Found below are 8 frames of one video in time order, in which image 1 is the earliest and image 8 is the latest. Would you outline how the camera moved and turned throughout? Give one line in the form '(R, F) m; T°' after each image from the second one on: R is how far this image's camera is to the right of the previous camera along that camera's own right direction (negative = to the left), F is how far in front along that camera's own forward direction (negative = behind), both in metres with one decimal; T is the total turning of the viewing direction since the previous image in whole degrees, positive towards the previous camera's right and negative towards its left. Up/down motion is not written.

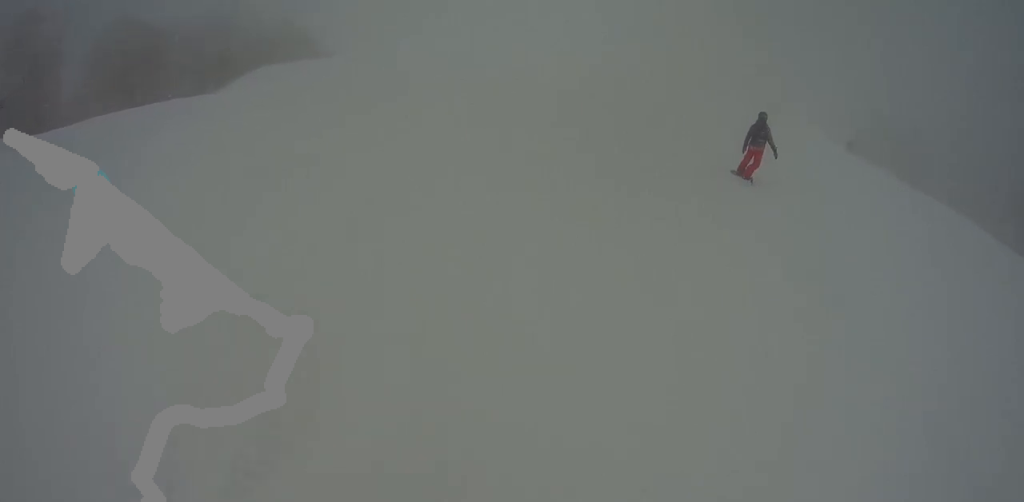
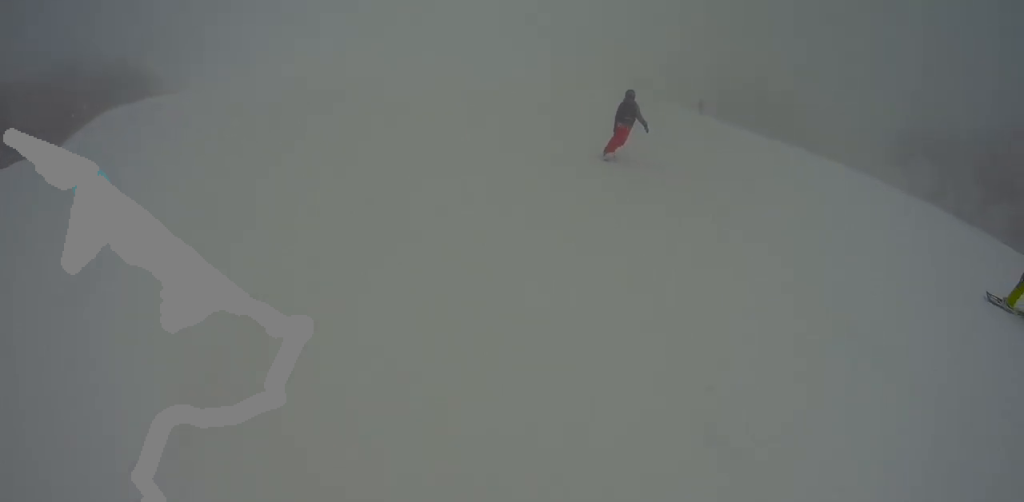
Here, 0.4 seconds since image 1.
(-0.1, +2.2) m; -1°
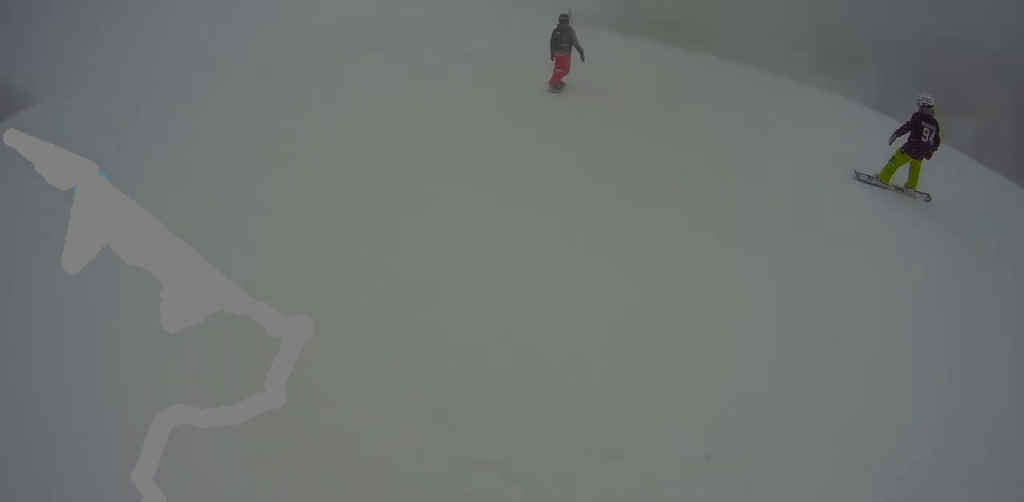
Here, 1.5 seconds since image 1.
(+0.1, +5.4) m; +10°
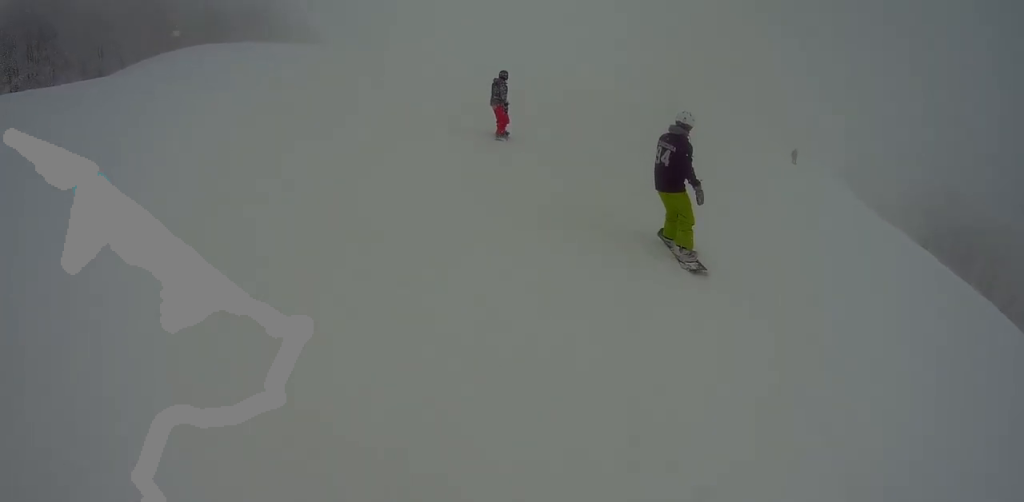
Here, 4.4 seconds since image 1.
(+4.7, +12.0) m; +11°
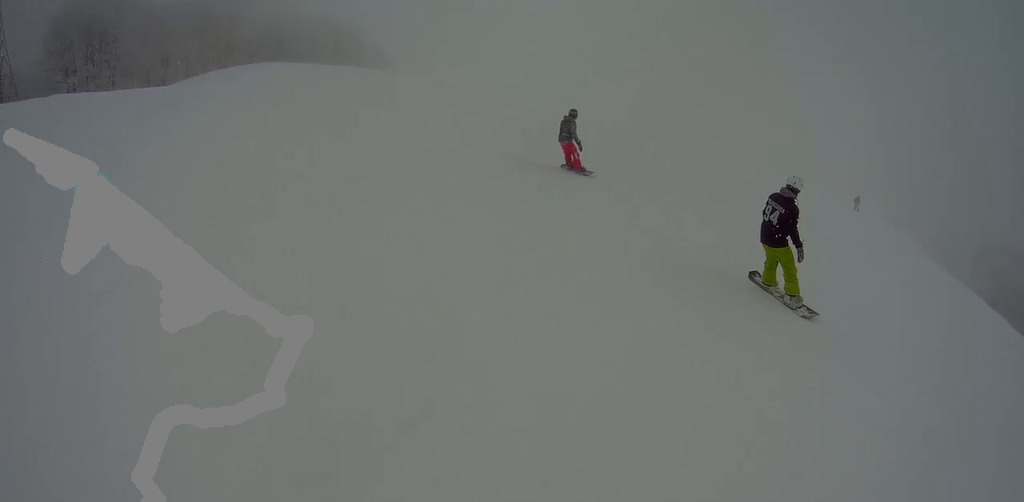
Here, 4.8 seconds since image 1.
(-0.9, +1.2) m; -16°
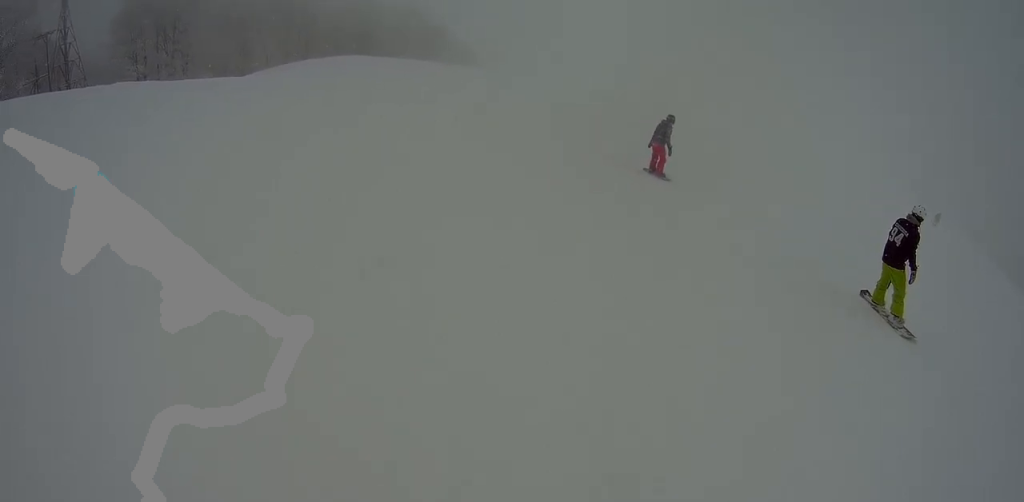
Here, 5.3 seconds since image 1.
(-0.7, +1.6) m; -18°
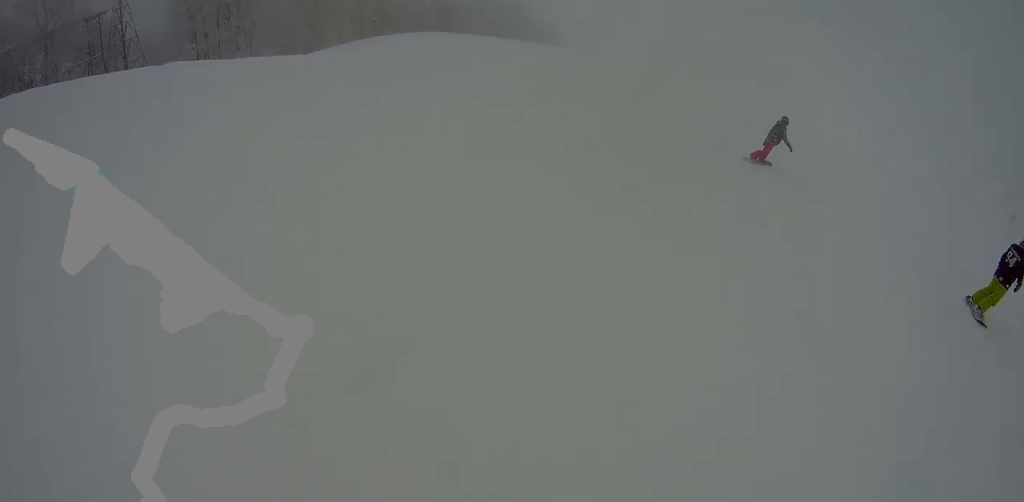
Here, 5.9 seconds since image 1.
(-0.2, +2.2) m; -4°
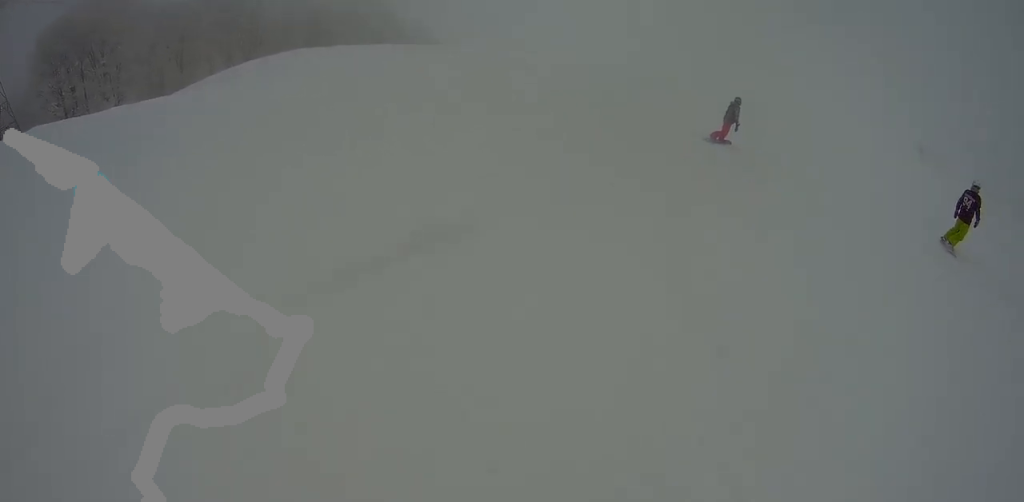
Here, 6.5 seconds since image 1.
(0.0, +2.2) m; +2°
